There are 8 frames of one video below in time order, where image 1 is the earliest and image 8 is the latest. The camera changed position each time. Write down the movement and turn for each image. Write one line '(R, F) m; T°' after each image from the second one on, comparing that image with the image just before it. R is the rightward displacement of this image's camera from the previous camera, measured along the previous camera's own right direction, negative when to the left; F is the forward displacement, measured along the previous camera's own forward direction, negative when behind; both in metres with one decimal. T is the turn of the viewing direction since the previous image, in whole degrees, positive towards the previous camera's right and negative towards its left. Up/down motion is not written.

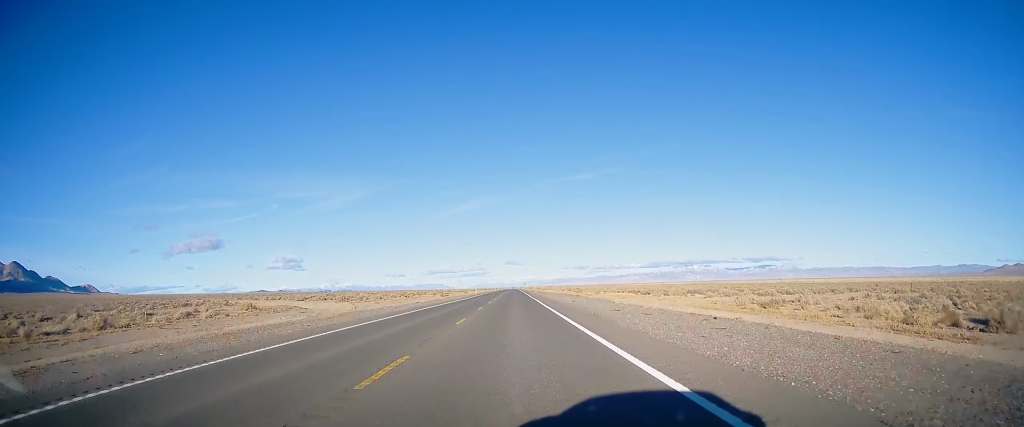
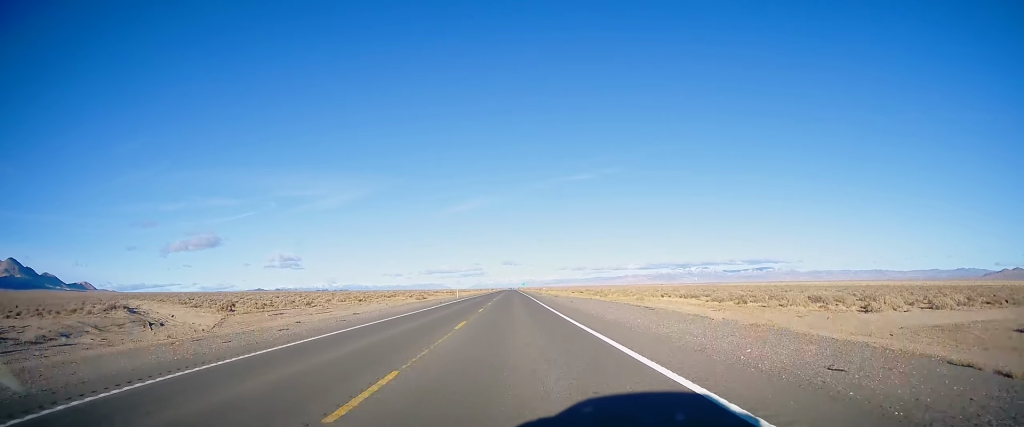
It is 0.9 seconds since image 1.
(+0.3, +38.1) m; 0°
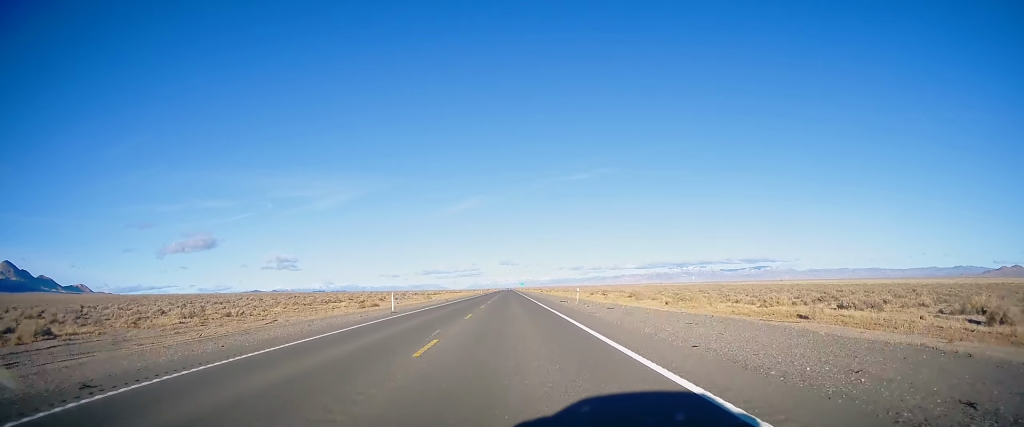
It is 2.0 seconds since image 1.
(+0.1, +43.6) m; +1°
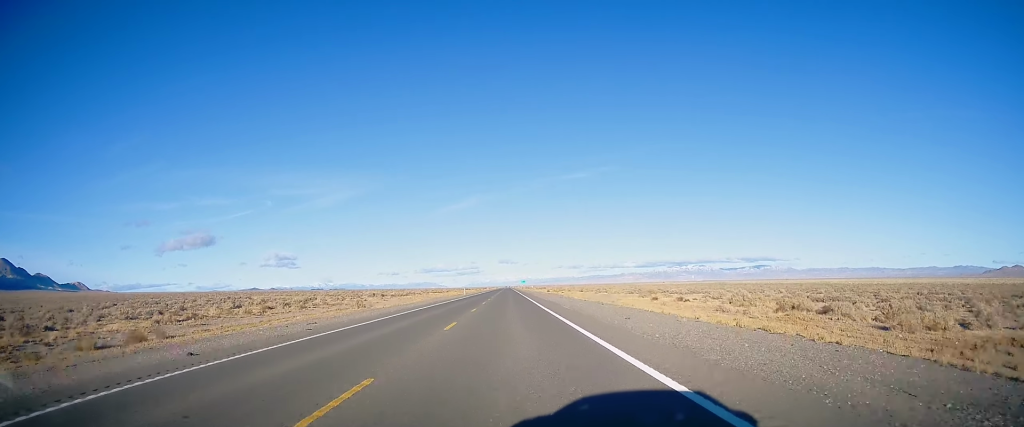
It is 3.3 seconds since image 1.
(+0.4, +54.7) m; 0°
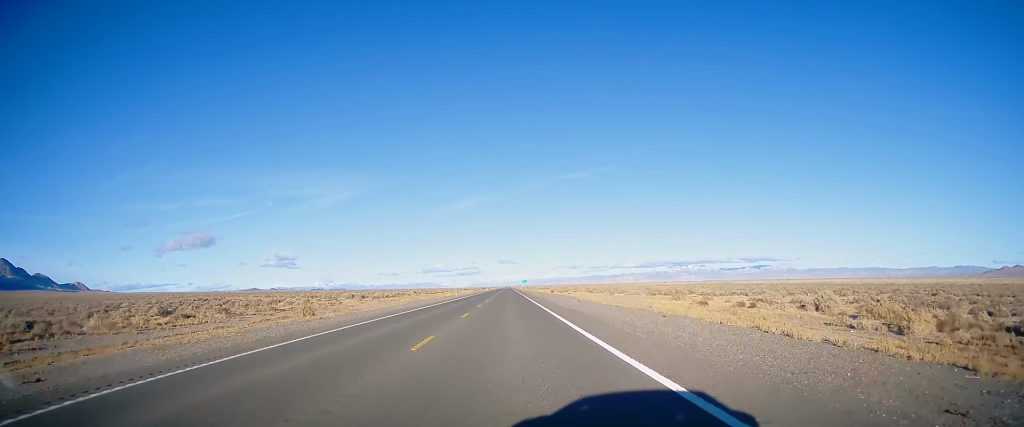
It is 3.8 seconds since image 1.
(+0.1, +17.7) m; 0°
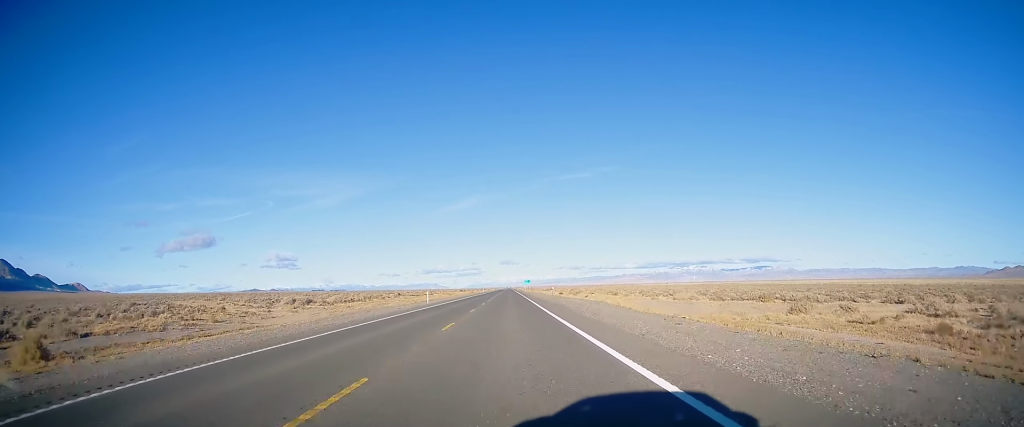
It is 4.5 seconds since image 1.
(-0.4, +31.5) m; 0°
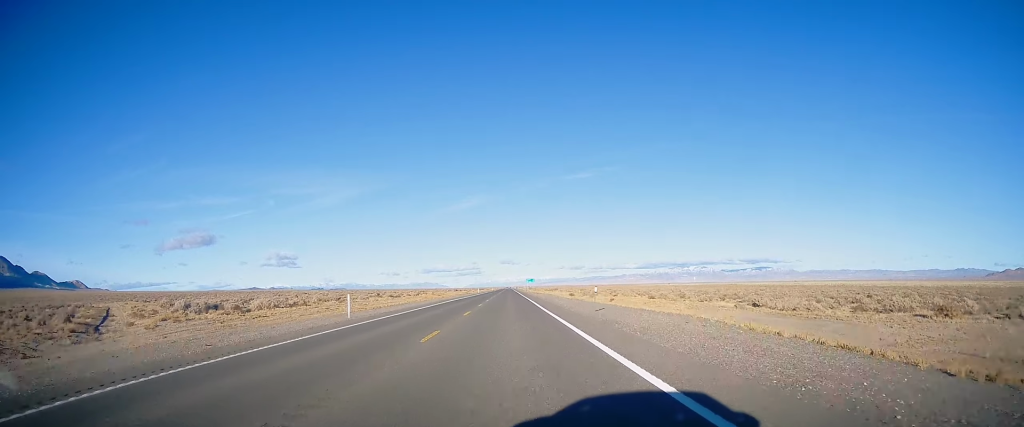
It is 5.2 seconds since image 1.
(0.0, +28.6) m; 0°
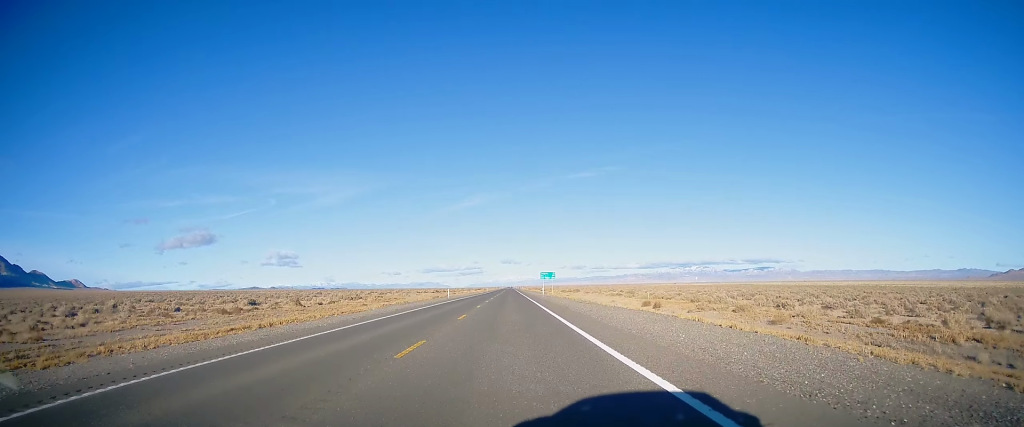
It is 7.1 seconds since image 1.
(-0.1, +76.3) m; 0°
